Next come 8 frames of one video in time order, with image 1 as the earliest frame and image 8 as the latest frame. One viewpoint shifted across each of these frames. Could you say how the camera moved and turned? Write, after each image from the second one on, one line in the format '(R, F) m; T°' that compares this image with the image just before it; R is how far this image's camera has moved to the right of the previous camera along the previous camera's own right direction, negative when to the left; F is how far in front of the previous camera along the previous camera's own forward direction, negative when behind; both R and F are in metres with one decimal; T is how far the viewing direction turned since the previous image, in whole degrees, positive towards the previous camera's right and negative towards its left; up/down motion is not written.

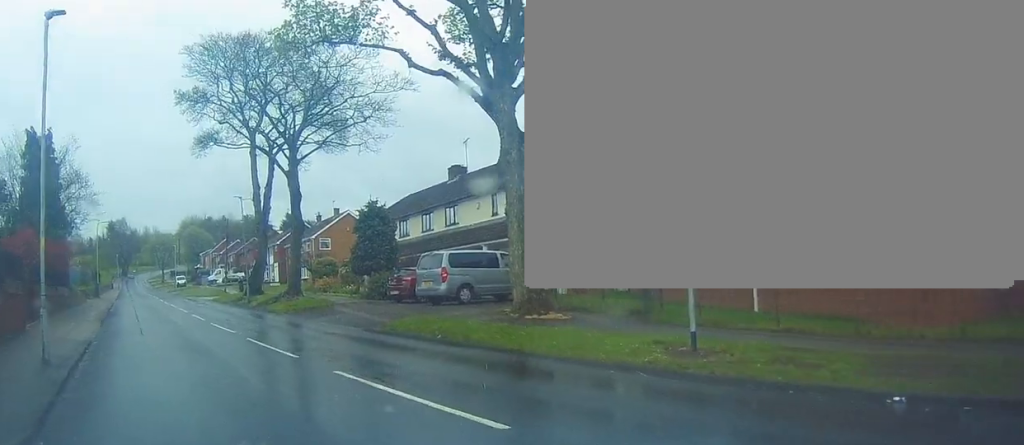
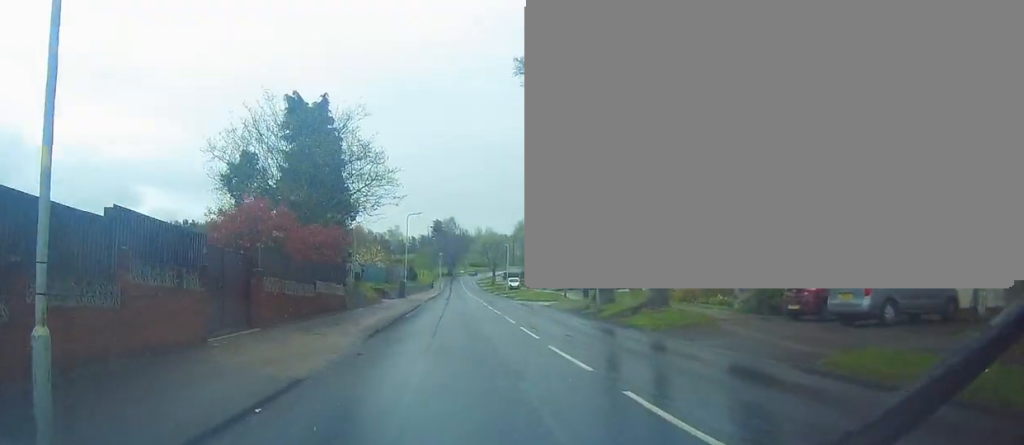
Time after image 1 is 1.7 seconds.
(-2.0, +6.2) m; -30°
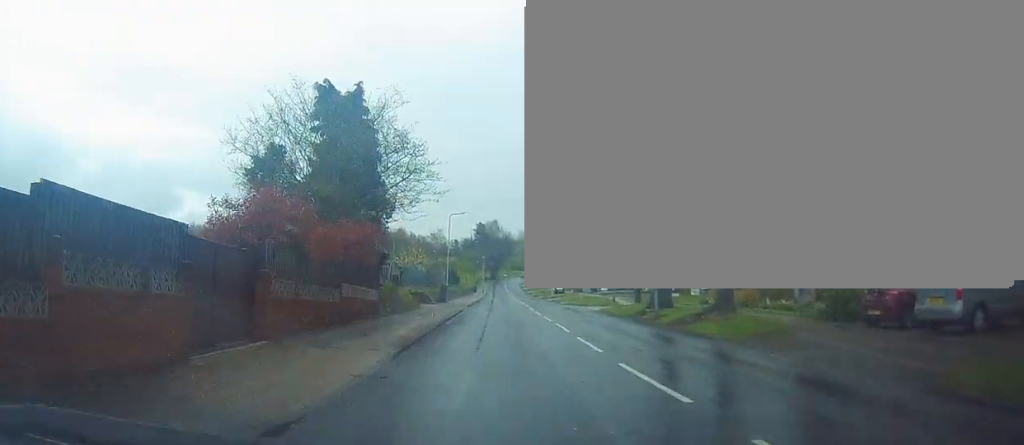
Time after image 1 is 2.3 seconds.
(-0.1, +2.4) m; -2°
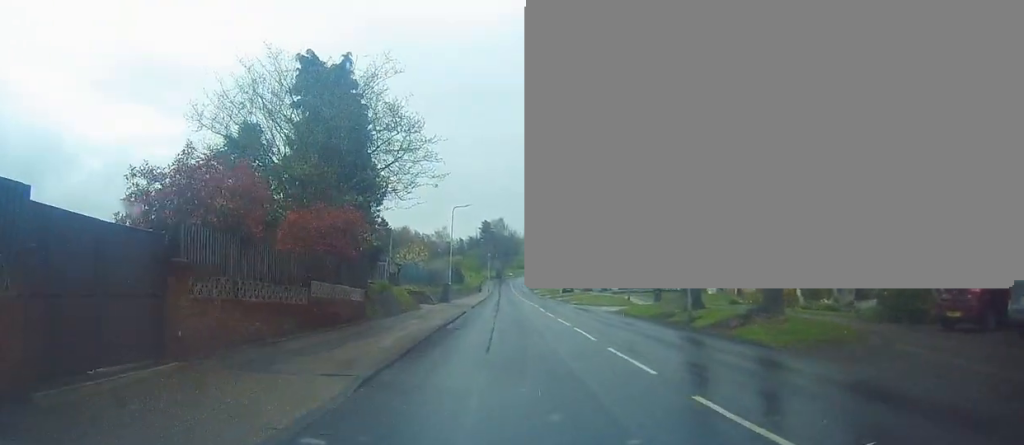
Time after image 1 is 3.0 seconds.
(0.0, +3.4) m; 0°
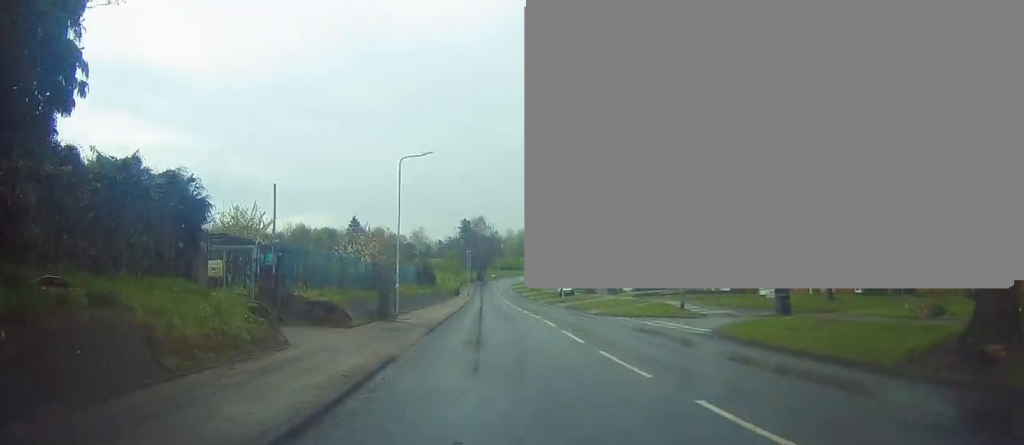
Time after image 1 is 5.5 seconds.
(+0.9, +17.4) m; 0°
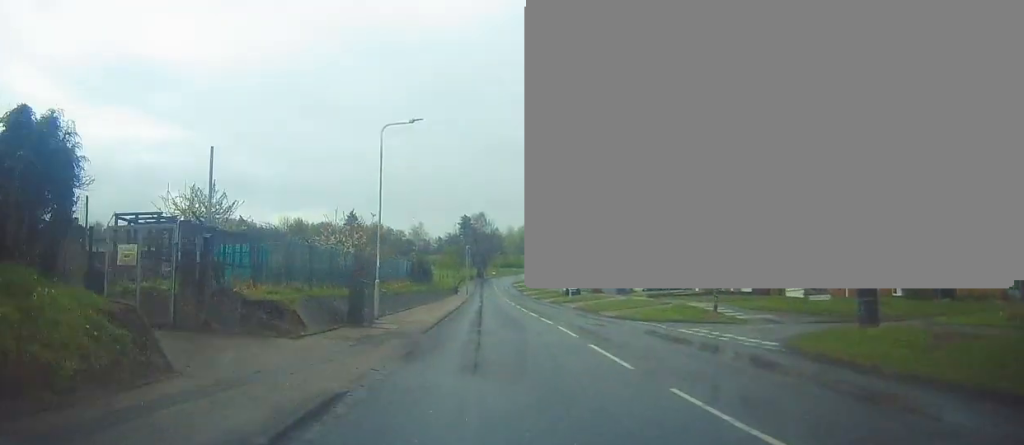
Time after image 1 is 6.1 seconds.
(-0.1, +4.8) m; 0°
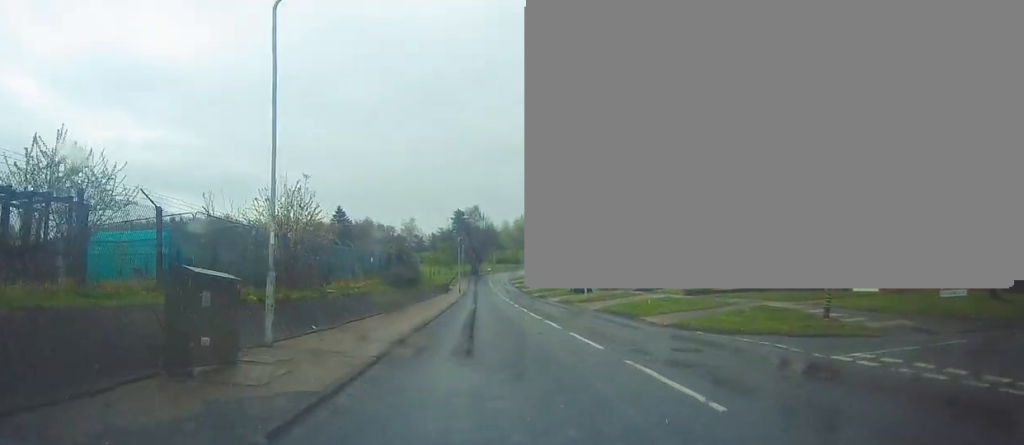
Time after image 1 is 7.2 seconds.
(+0.2, +10.0) m; +3°
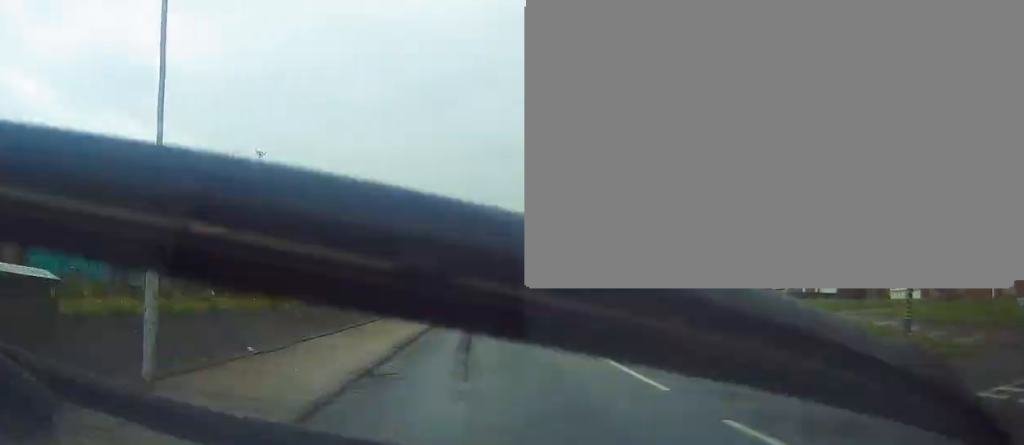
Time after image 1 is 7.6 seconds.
(+0.2, +4.1) m; 0°
